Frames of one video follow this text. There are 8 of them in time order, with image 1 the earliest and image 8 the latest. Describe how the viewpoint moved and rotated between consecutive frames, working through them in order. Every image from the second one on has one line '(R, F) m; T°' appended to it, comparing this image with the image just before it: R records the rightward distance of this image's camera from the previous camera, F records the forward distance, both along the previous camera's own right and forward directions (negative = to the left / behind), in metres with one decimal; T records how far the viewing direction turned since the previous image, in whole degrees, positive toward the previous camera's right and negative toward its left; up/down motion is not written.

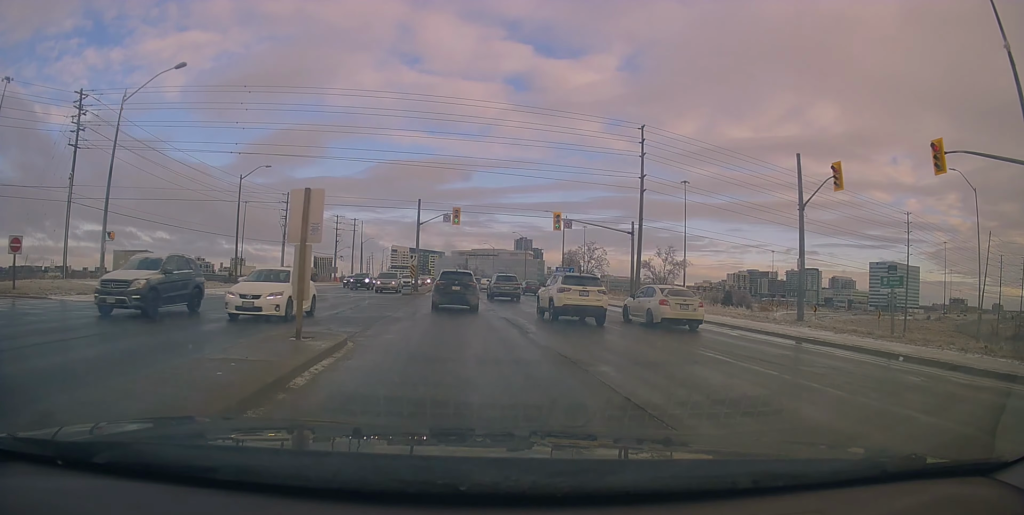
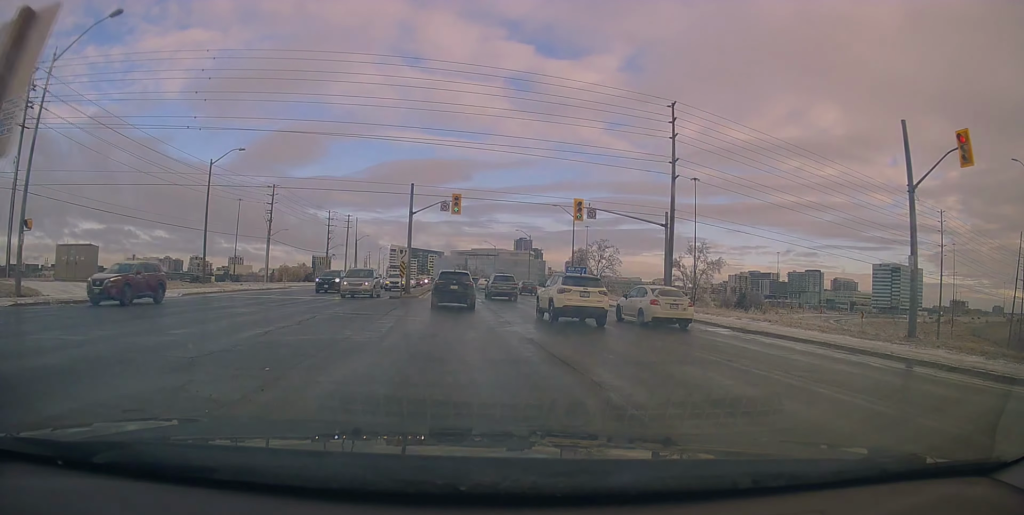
(+0.2, +7.0) m; 0°
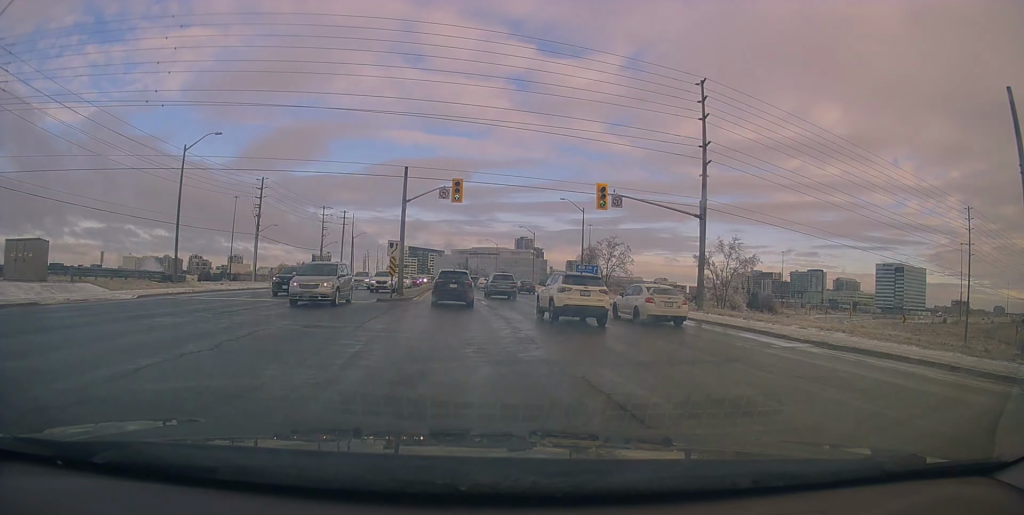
(+0.1, +4.9) m; -1°
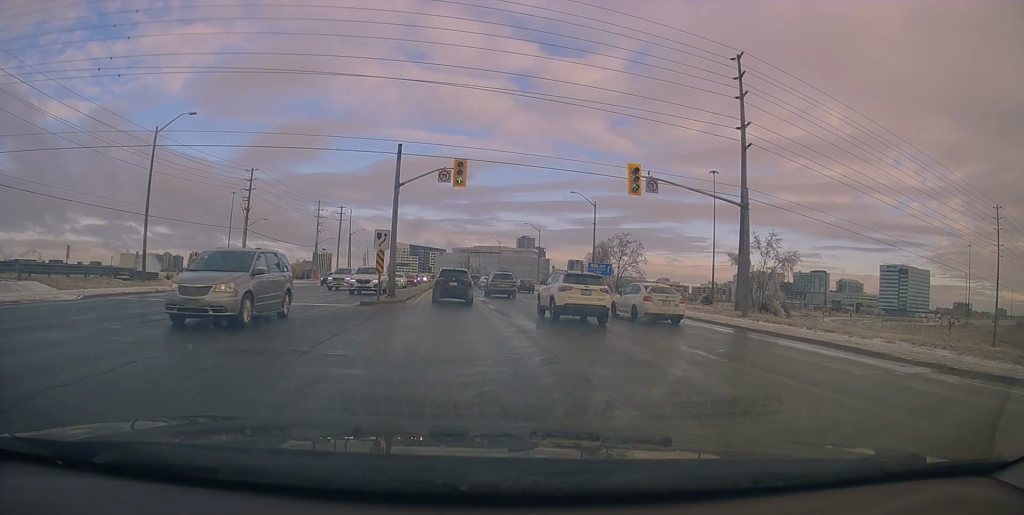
(-0.2, +4.7) m; -1°
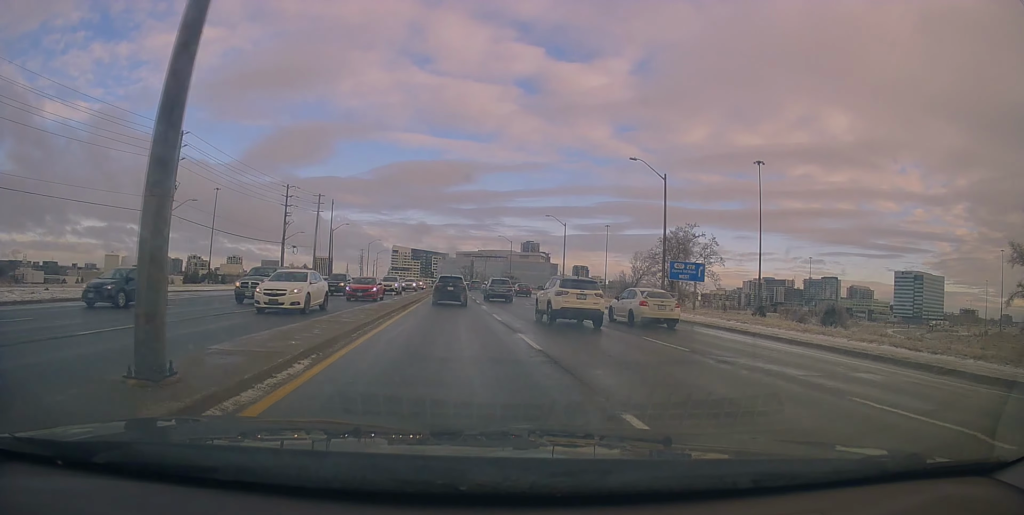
(-0.4, +20.5) m; 0°
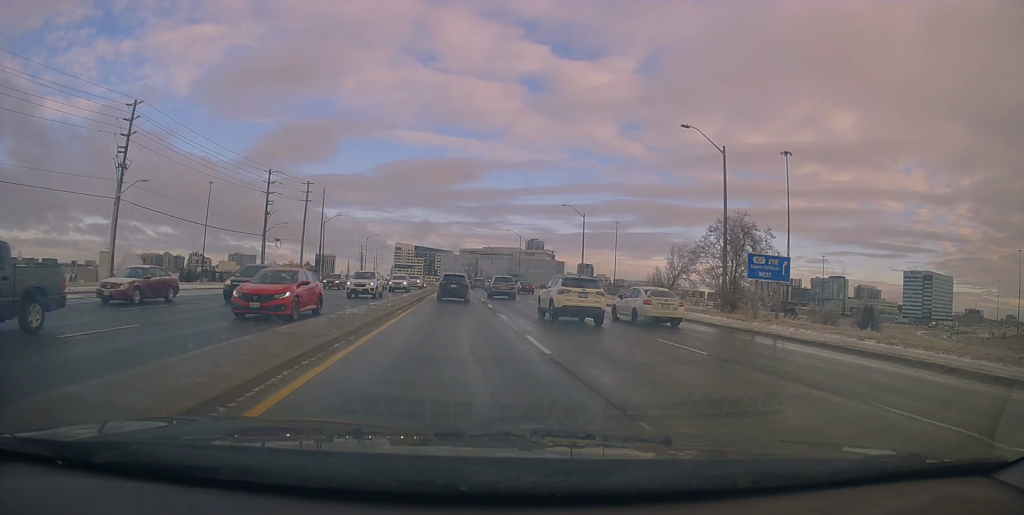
(0.0, +8.9) m; +1°
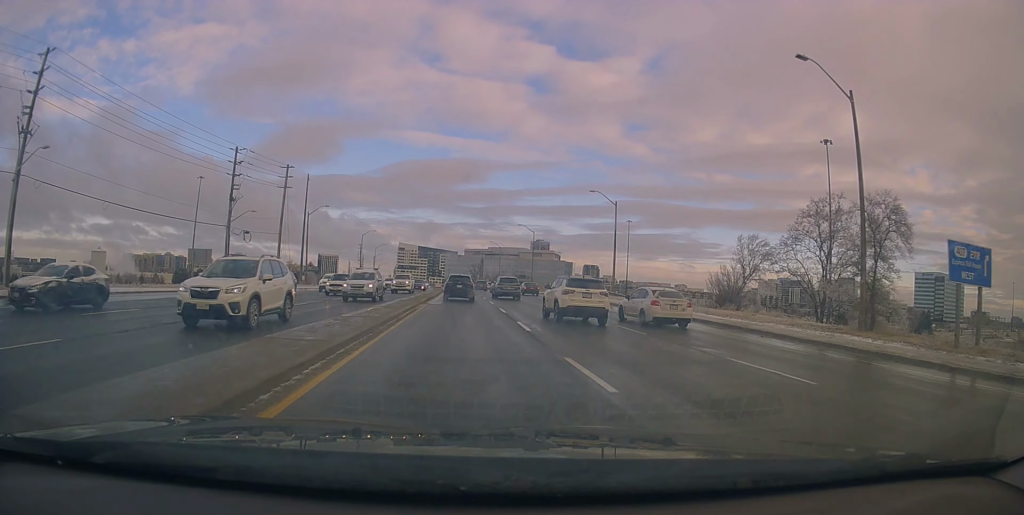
(+0.3, +12.2) m; -2°
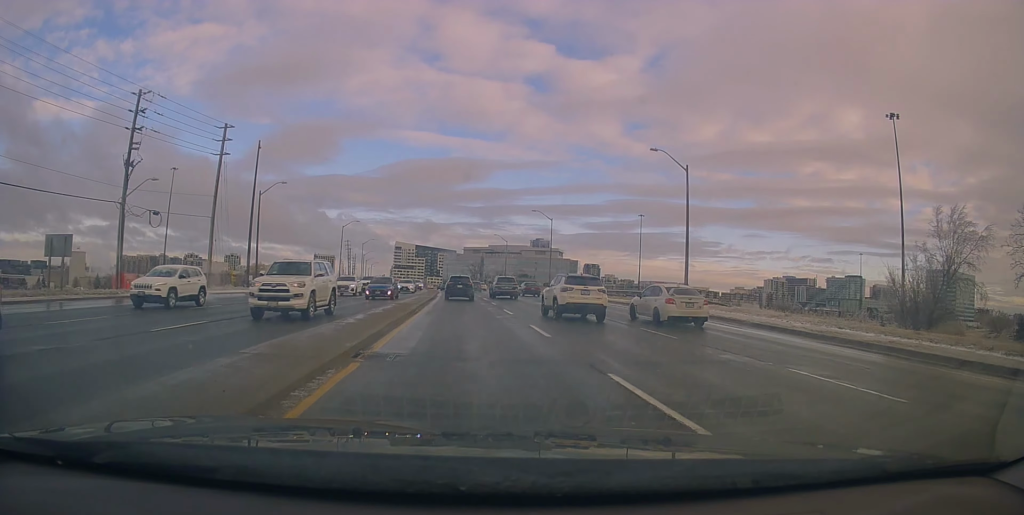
(-0.5, +18.9) m; +1°
